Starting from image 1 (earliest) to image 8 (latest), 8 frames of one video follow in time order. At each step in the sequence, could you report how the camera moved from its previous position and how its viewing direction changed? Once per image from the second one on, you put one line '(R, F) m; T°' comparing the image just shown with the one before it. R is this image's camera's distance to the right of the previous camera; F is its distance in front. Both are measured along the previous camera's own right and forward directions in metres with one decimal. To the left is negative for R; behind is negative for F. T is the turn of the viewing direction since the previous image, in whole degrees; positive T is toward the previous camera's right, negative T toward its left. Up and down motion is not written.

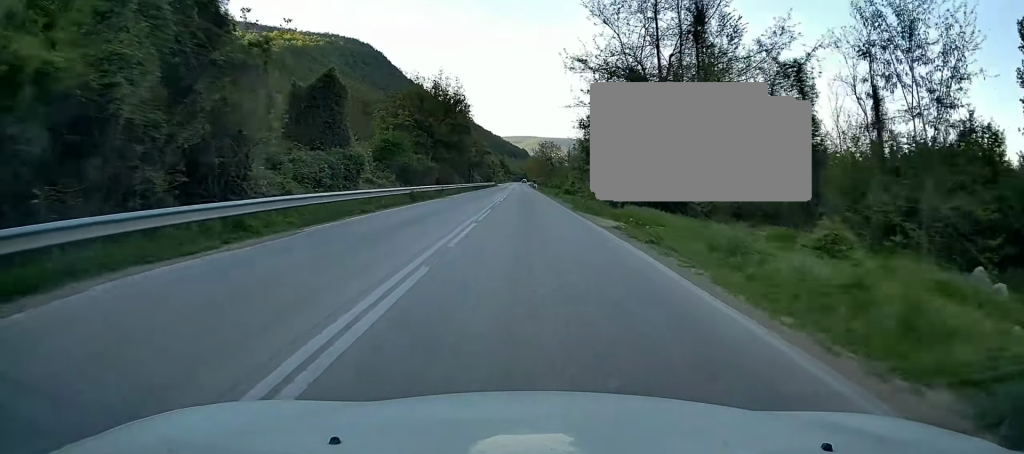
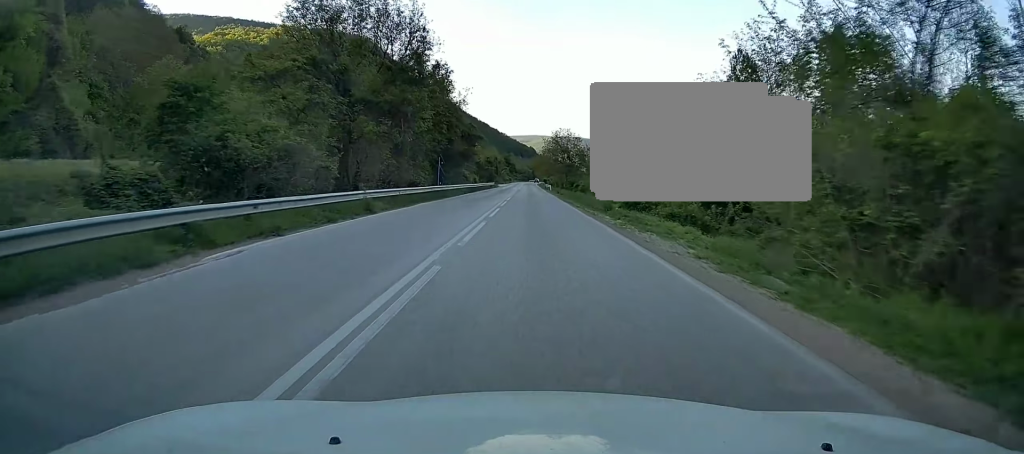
(-0.5, +35.8) m; -1°
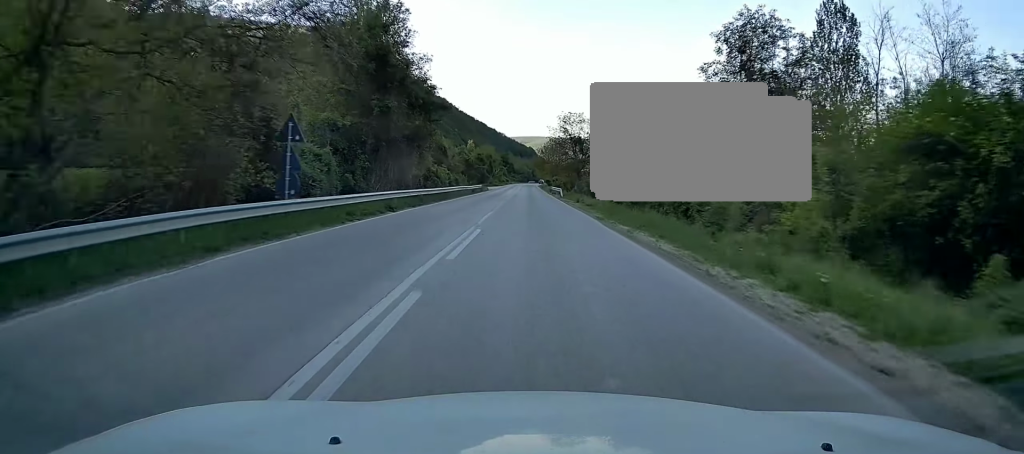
(-0.2, +29.1) m; -1°
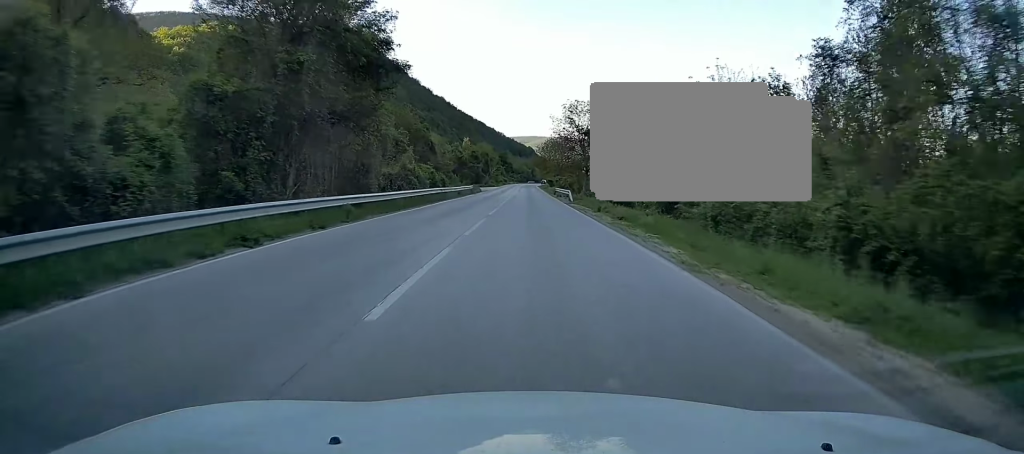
(-0.1, +13.5) m; 0°
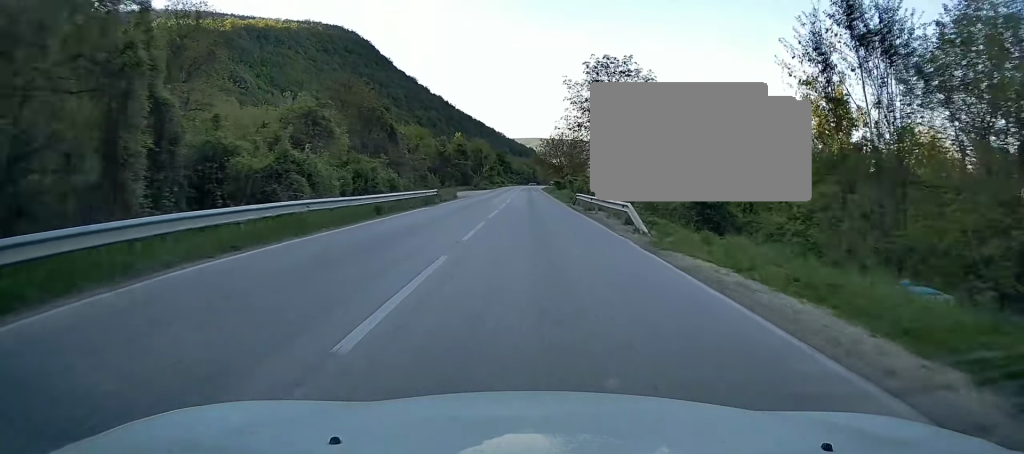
(0.0, +28.1) m; 0°
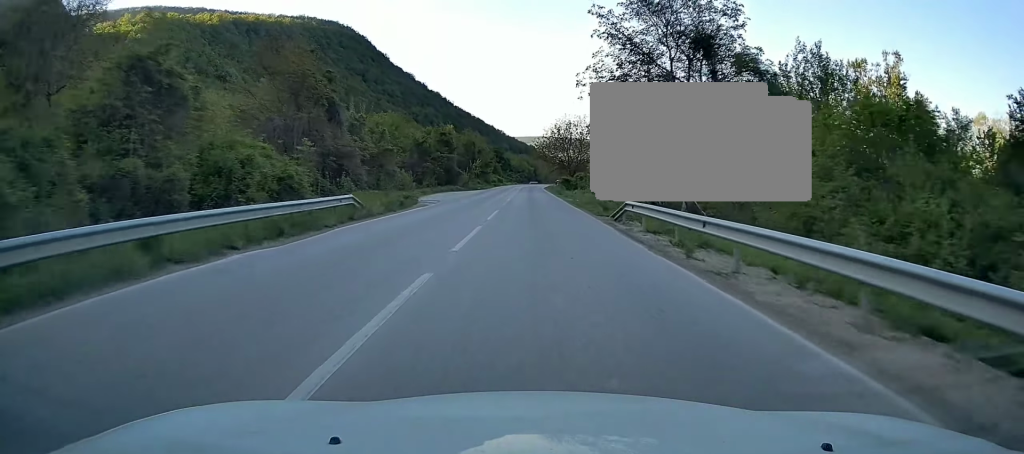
(0.0, +21.3) m; 0°
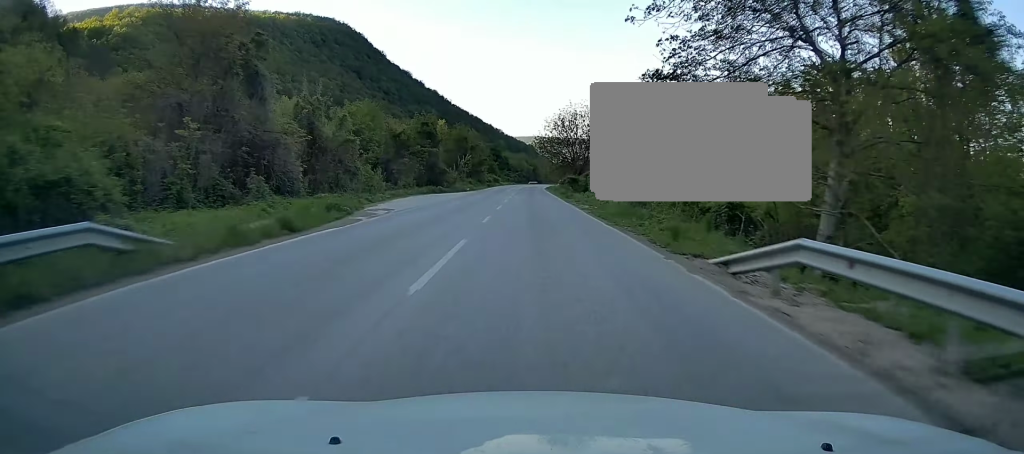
(0.0, +13.6) m; 0°
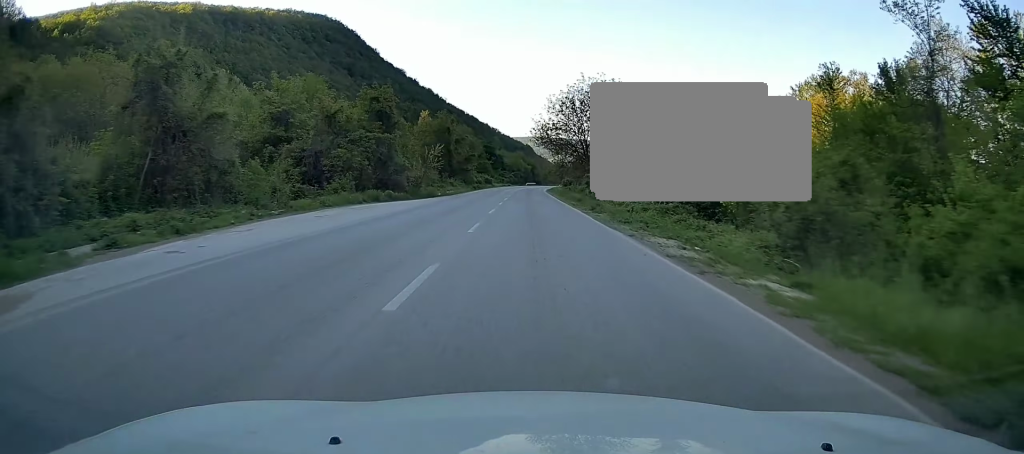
(0.0, +21.3) m; 0°
